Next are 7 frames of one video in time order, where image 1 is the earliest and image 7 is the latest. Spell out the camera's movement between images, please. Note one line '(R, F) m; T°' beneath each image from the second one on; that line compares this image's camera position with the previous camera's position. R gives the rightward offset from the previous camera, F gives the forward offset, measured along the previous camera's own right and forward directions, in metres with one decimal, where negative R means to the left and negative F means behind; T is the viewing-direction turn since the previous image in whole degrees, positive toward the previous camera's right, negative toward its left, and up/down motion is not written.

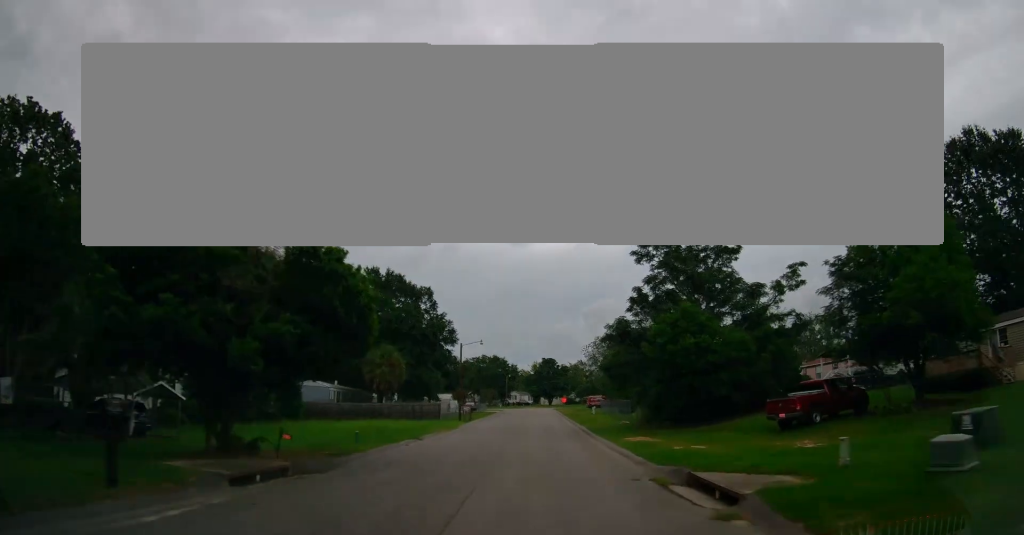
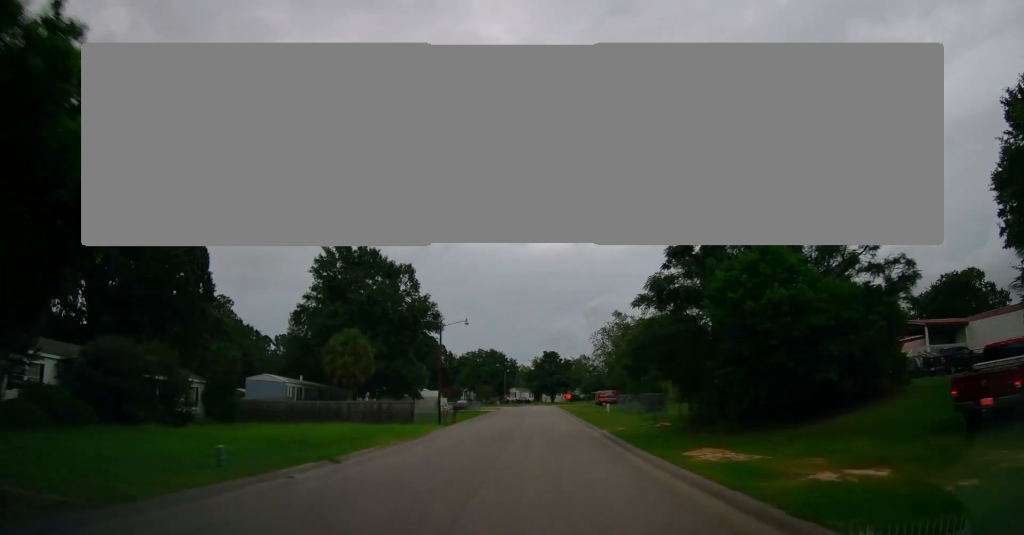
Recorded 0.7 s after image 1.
(-0.1, +11.4) m; -1°
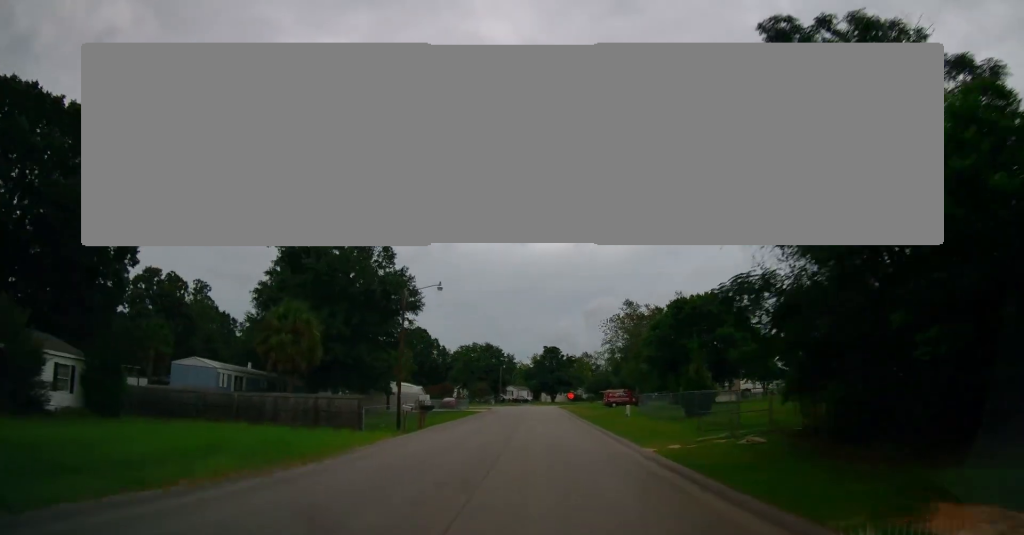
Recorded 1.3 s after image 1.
(-0.1, +11.8) m; 0°
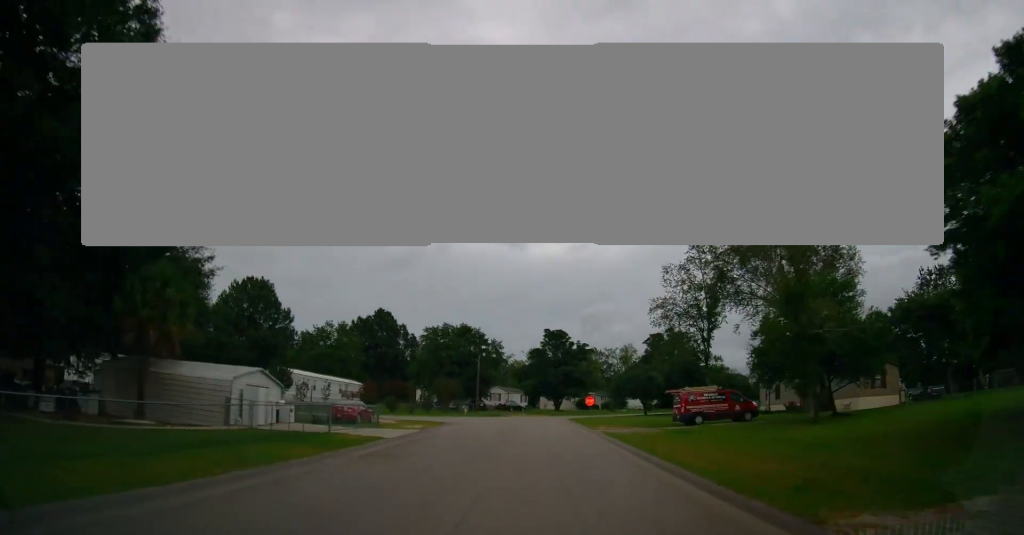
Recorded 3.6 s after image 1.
(+0.4, +40.3) m; +1°
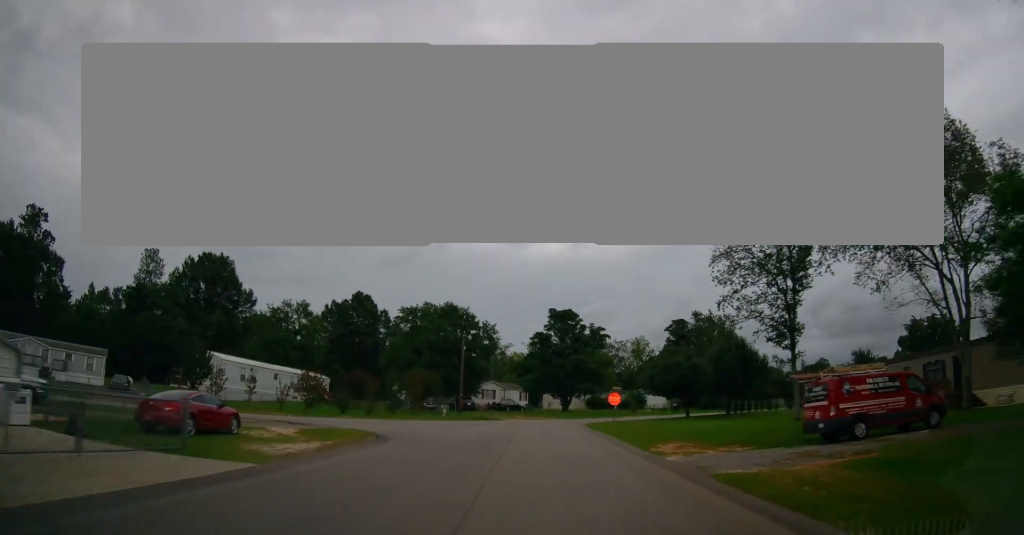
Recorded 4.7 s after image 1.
(+0.1, +18.3) m; +1°
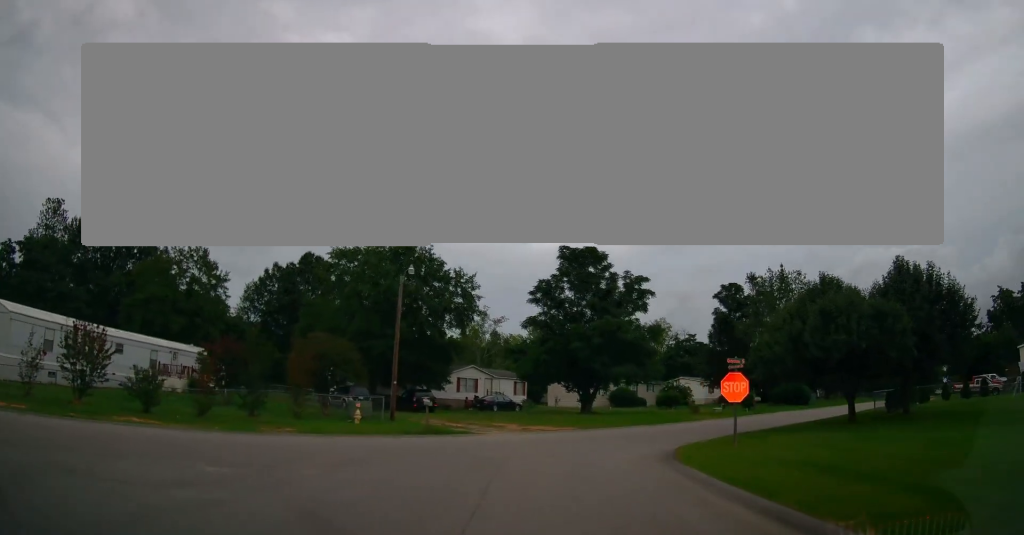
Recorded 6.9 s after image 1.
(-0.2, +28.5) m; -2°
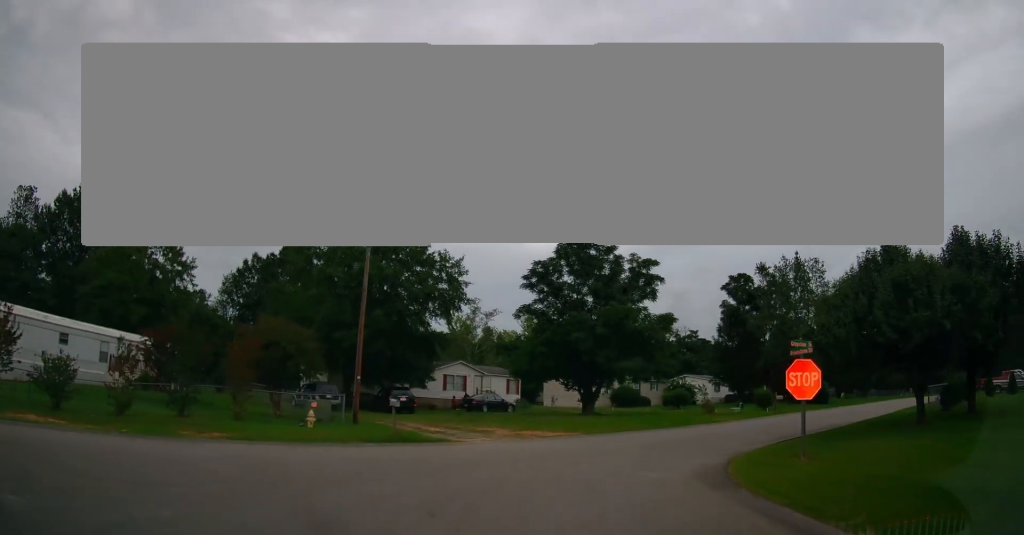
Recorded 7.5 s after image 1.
(-0.1, +6.3) m; 0°
